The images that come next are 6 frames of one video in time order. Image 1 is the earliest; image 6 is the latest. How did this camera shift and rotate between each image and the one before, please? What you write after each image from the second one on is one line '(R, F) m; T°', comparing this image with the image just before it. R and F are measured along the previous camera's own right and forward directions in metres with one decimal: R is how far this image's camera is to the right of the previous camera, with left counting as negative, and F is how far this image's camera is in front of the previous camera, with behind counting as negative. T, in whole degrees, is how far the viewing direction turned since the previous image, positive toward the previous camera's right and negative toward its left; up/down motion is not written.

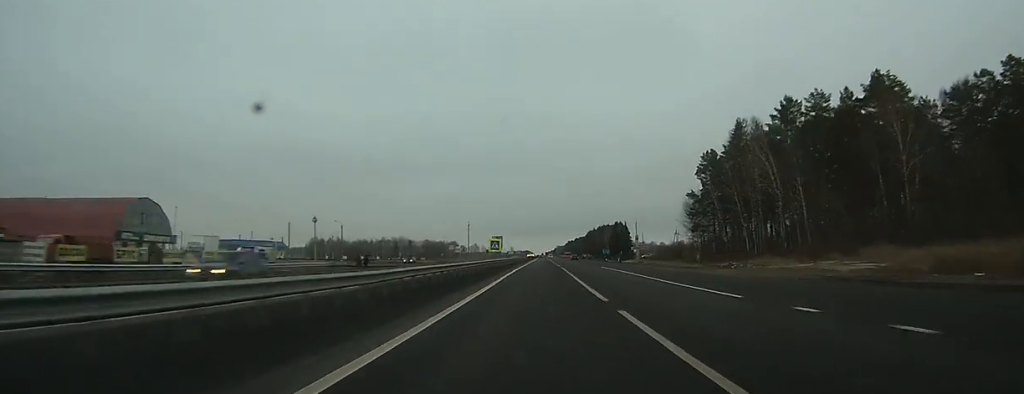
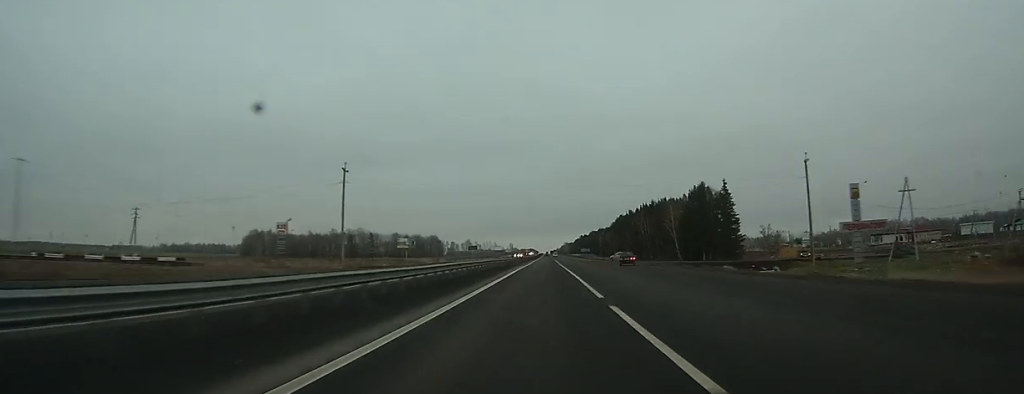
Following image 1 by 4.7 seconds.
(+0.2, +142.5) m; 0°
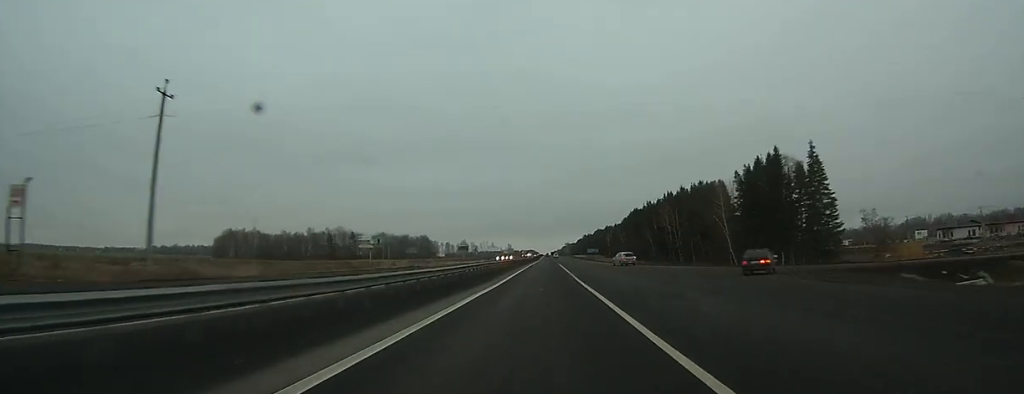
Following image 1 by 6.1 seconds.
(0.0, +42.5) m; 0°
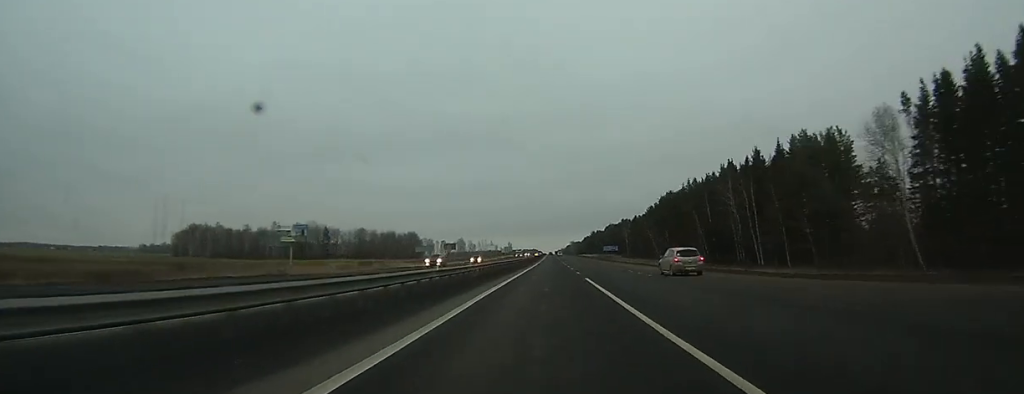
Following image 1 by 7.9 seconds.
(-0.2, +54.2) m; 0°
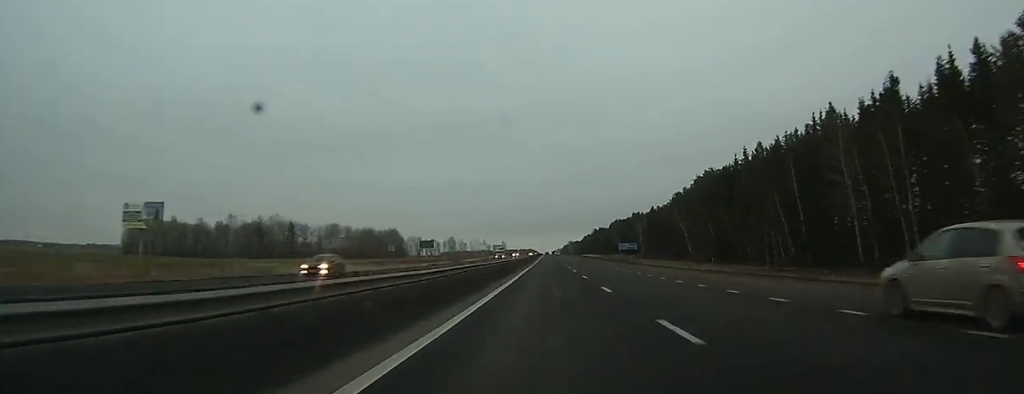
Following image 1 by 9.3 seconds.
(0.0, +43.7) m; 0°
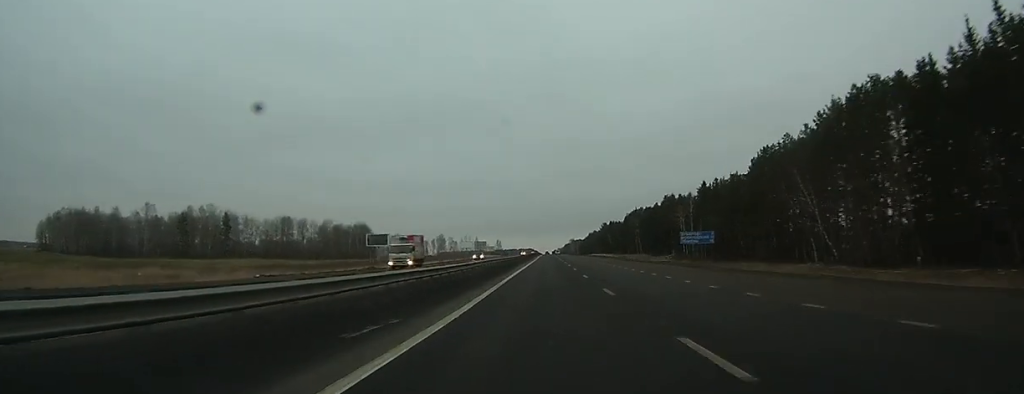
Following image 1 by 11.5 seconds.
(+0.1, +62.8) m; 0°
